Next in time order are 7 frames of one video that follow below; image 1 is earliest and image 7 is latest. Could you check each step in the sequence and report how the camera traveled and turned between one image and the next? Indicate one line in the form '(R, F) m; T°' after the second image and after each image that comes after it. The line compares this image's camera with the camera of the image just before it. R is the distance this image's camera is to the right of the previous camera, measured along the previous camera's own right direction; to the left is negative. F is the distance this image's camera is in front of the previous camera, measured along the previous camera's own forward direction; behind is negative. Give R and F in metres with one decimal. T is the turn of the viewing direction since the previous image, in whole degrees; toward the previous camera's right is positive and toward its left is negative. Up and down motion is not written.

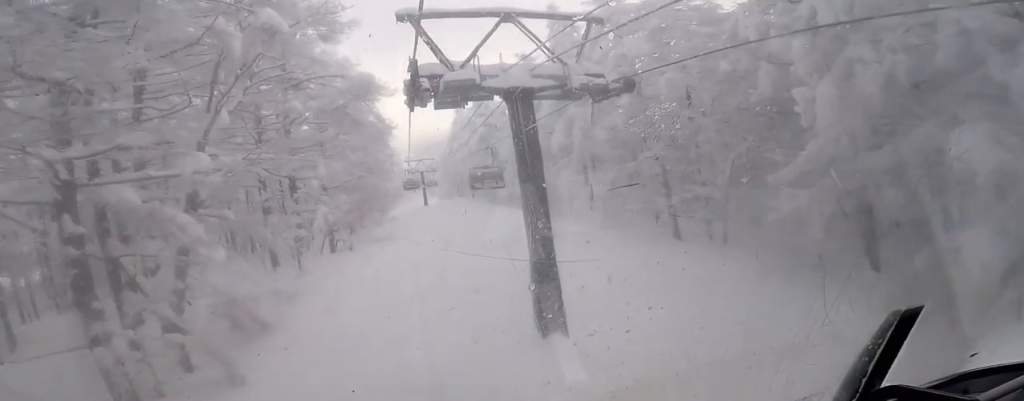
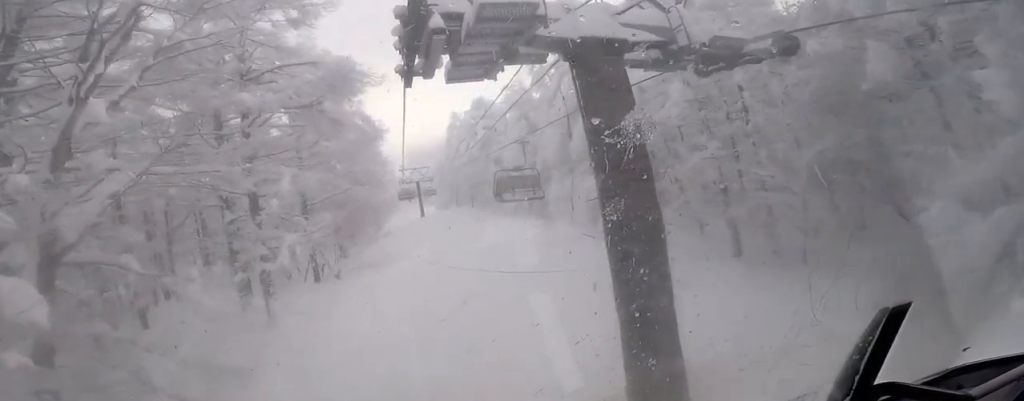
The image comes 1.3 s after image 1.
(0.0, +4.2) m; 0°
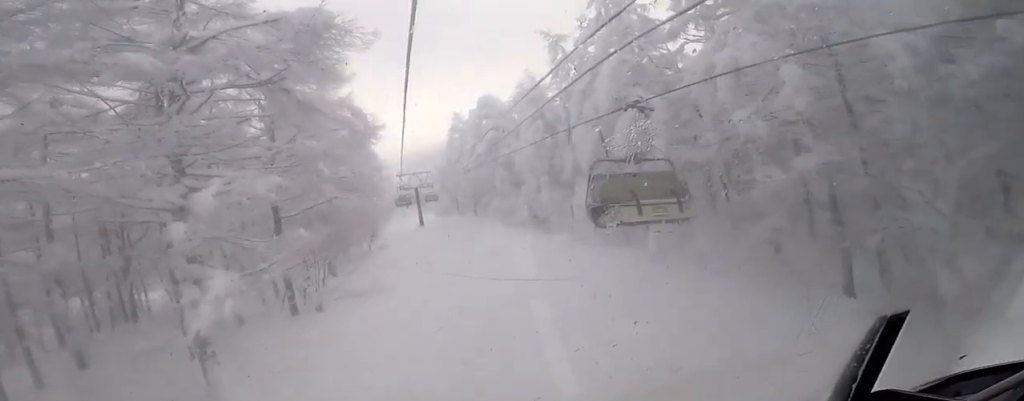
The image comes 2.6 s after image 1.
(0.0, +4.7) m; +1°
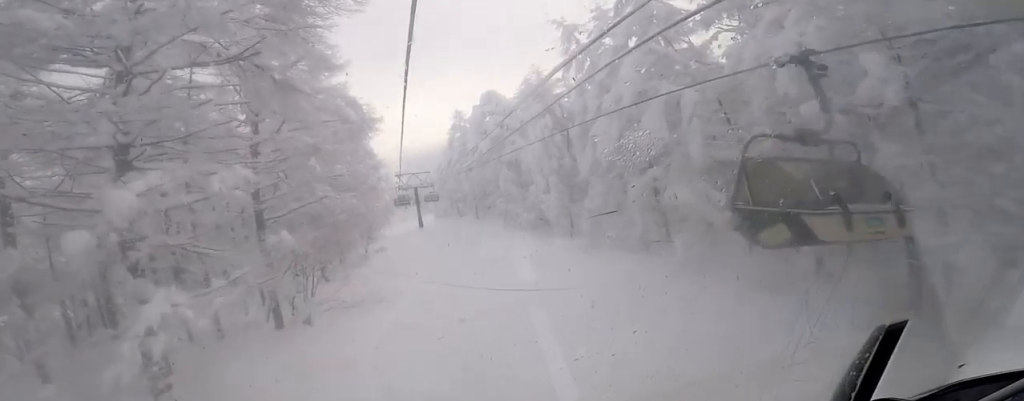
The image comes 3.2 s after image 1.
(0.0, +2.0) m; +2°
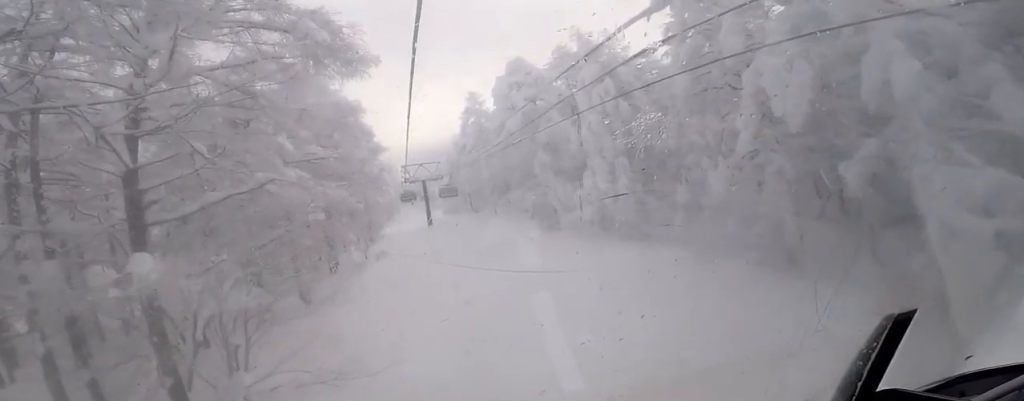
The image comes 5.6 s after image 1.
(+0.2, +8.1) m; -1°
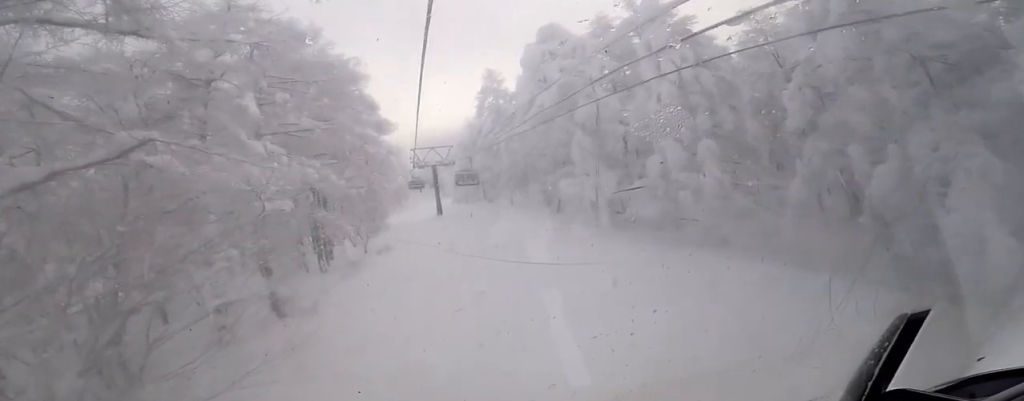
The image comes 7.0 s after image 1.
(-0.1, +5.1) m; -1°
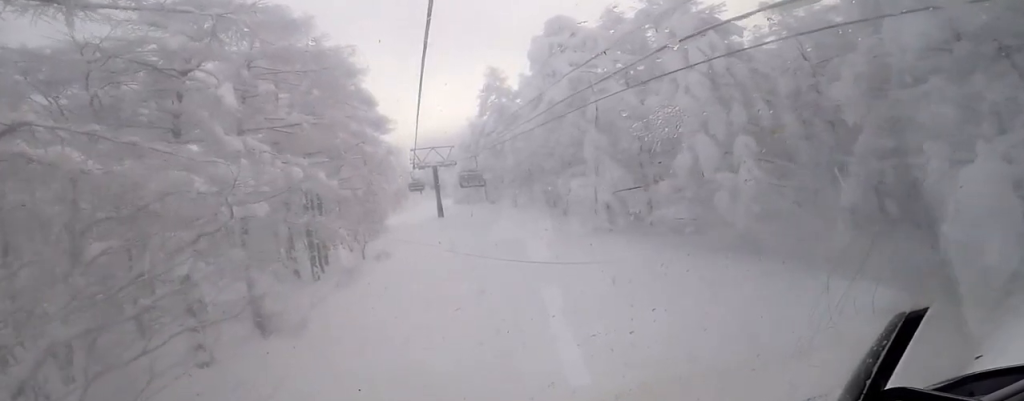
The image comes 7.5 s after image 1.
(0.0, +1.7) m; 0°
